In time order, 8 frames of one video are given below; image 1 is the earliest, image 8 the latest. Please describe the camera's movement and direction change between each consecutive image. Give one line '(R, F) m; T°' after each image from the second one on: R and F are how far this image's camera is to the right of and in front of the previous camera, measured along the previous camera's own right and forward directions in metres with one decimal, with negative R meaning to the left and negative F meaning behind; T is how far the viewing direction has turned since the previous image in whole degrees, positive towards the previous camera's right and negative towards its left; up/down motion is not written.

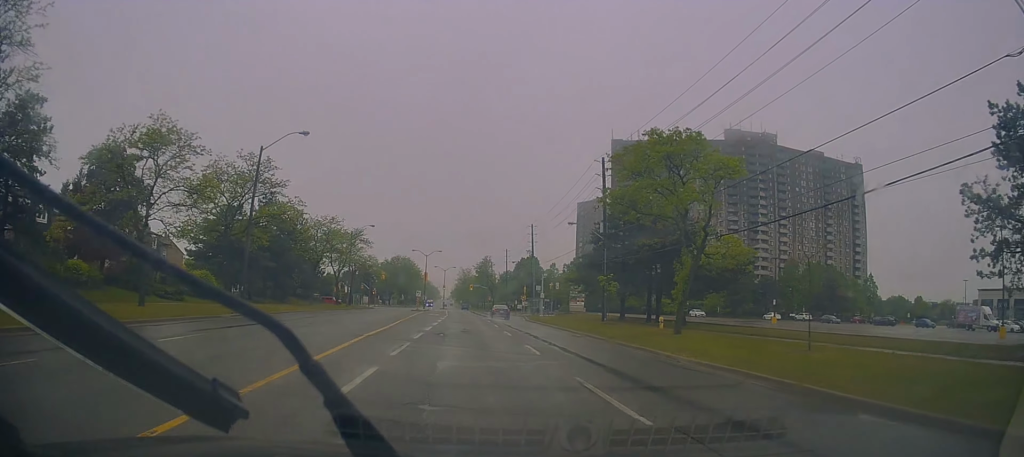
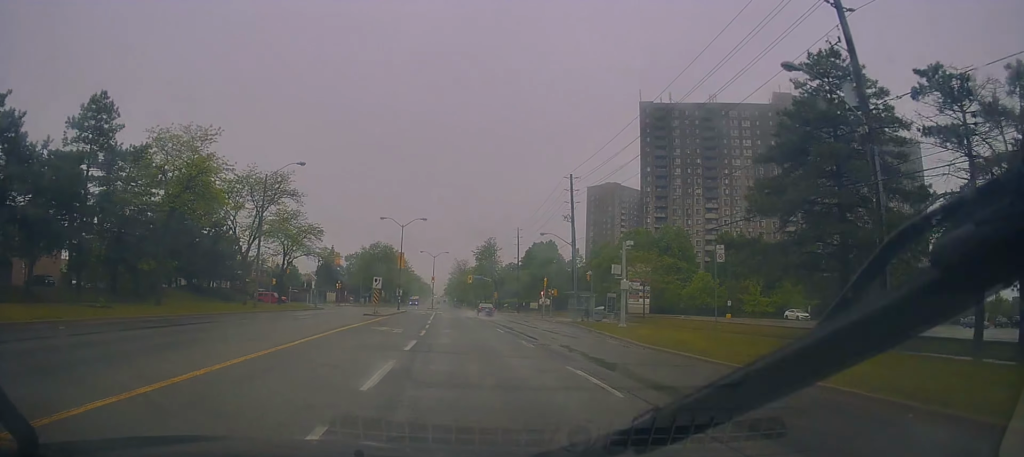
(-0.1, +35.0) m; +1°
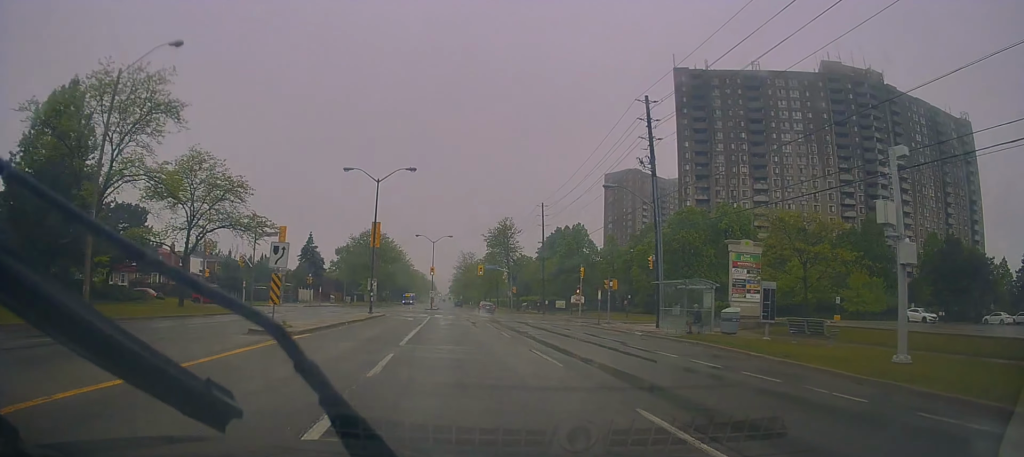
(+0.3, +22.4) m; -1°
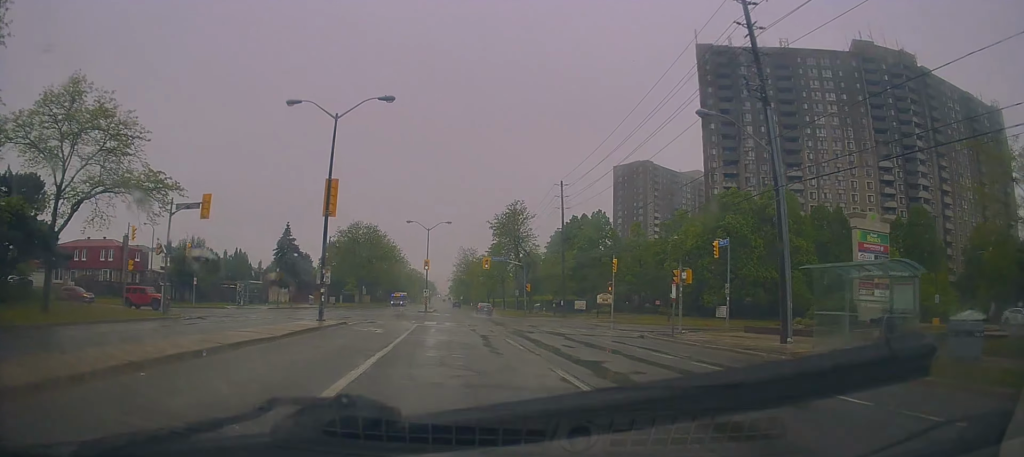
(-0.4, +13.8) m; -2°
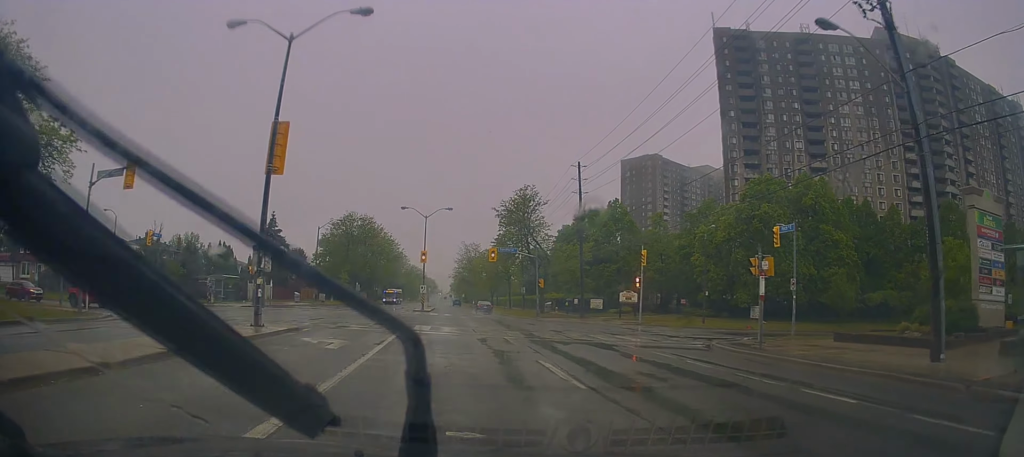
(-0.4, +8.3) m; 0°
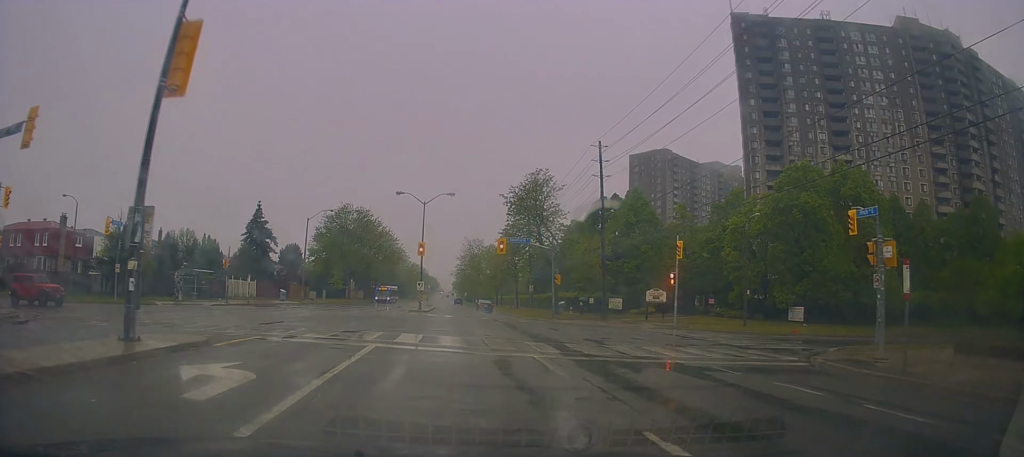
(+0.2, +7.0) m; +1°
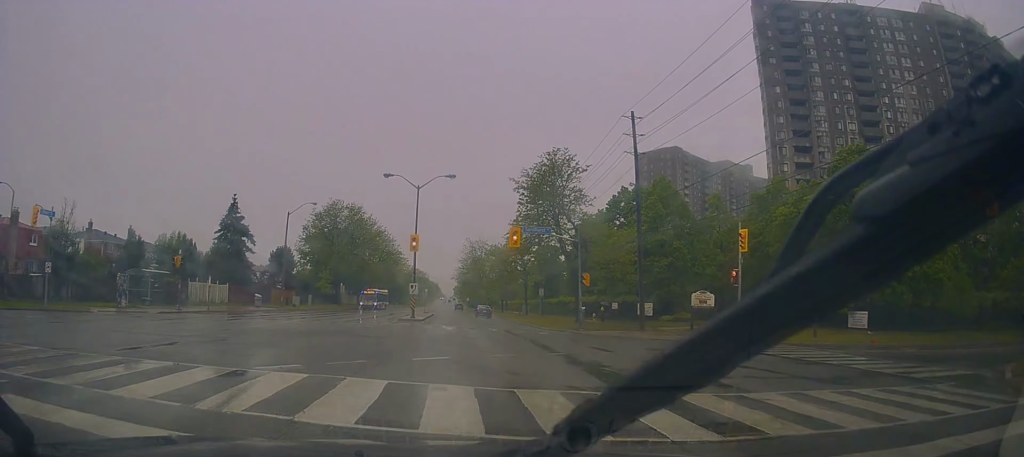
(+0.5, +8.7) m; +1°
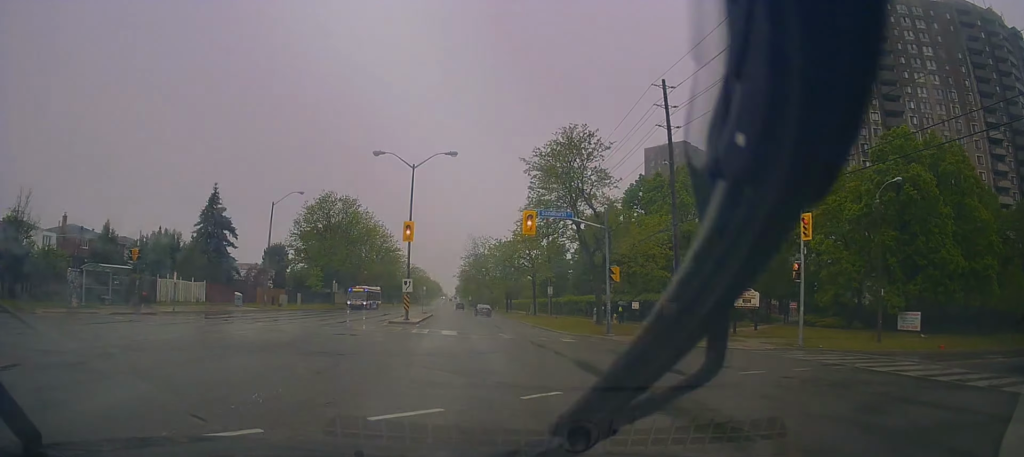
(-0.1, +6.2) m; -1°
